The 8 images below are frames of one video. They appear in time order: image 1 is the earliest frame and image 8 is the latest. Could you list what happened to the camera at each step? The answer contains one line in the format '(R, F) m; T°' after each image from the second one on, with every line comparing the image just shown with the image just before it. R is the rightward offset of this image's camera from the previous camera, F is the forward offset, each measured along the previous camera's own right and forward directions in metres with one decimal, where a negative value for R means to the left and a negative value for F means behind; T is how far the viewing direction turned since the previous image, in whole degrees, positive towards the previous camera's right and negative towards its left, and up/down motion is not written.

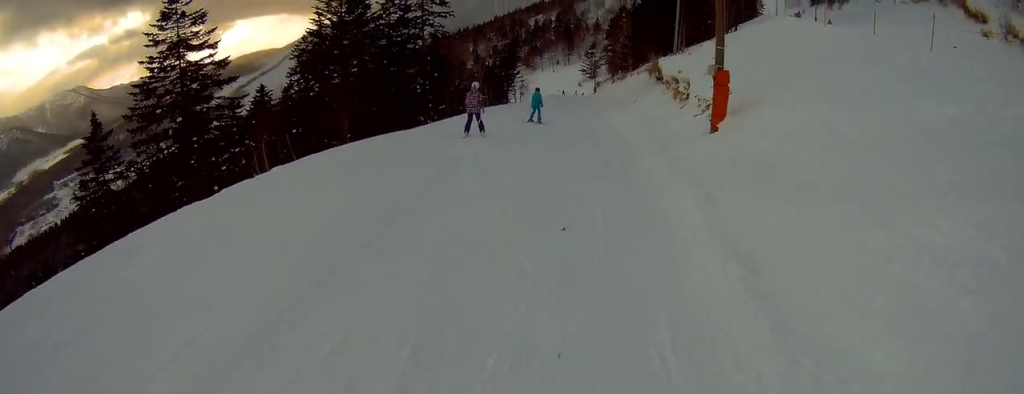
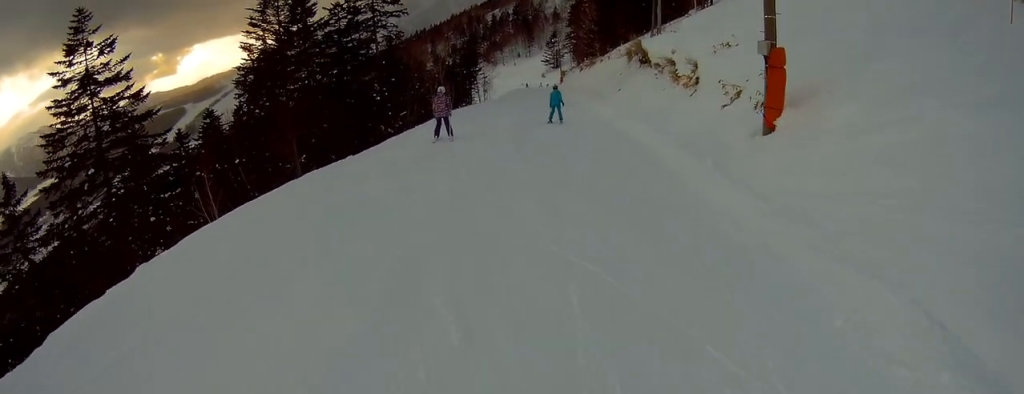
(+0.3, +4.6) m; +7°
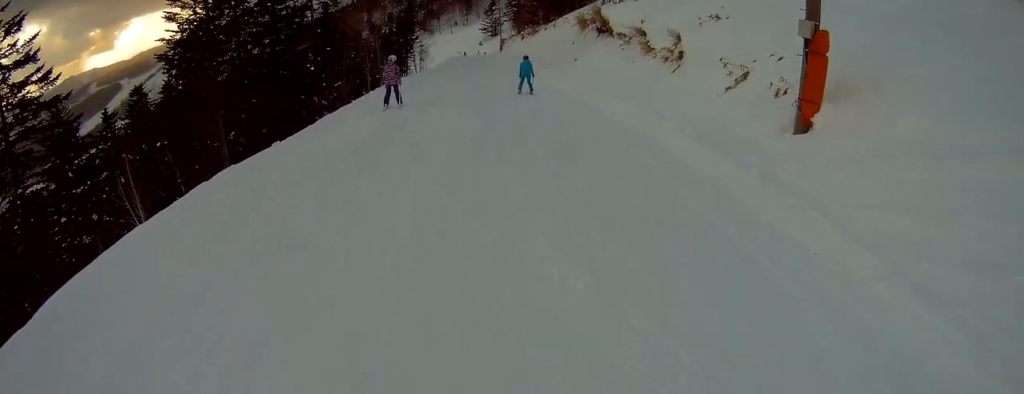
(+0.1, +2.6) m; 0°
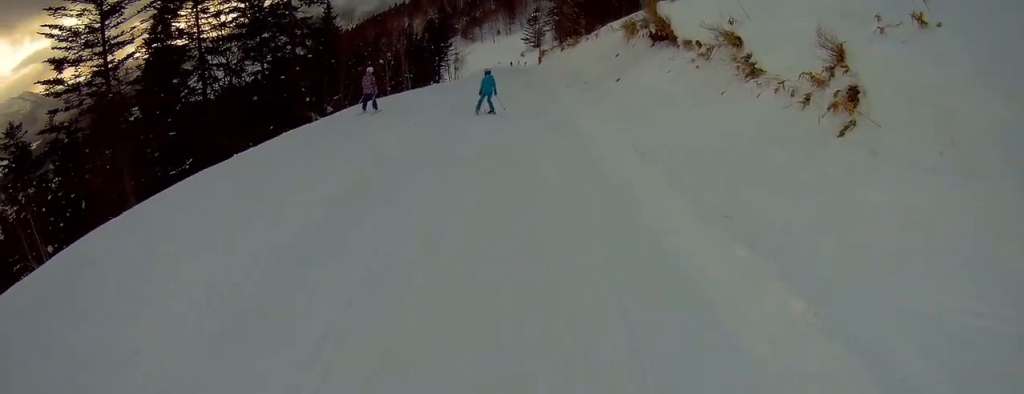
(-2.2, +9.0) m; -7°
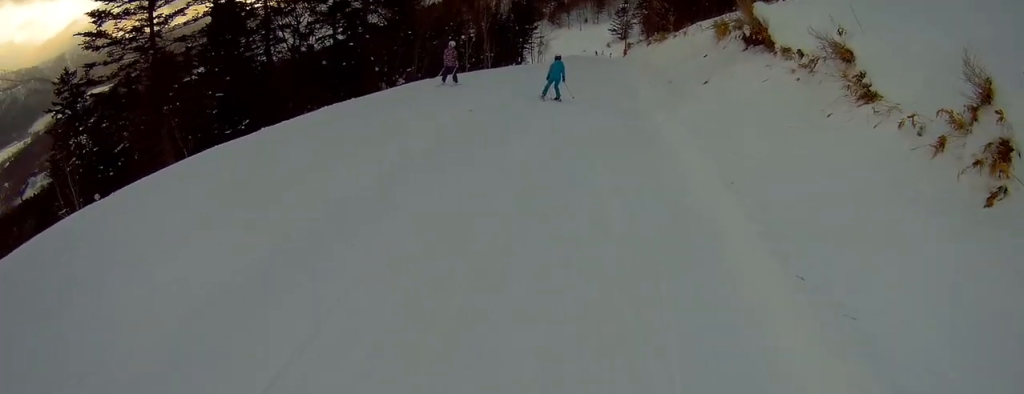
(+0.4, +1.9) m; +2°
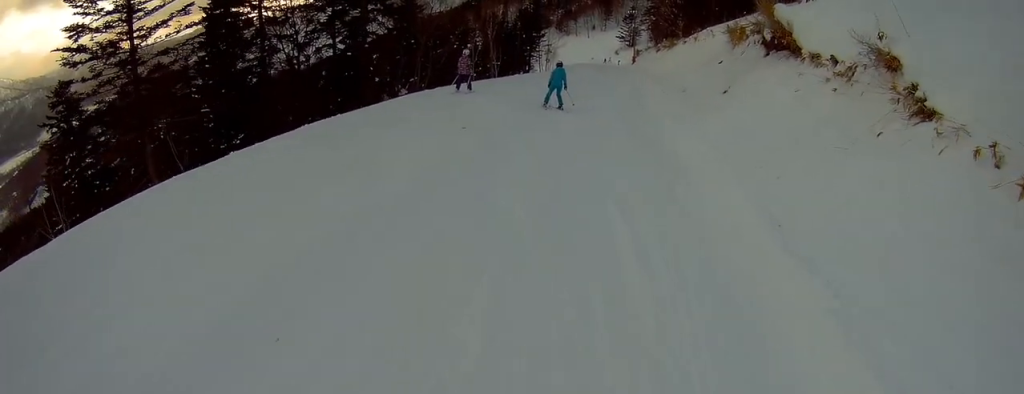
(+0.2, +1.6) m; +2°
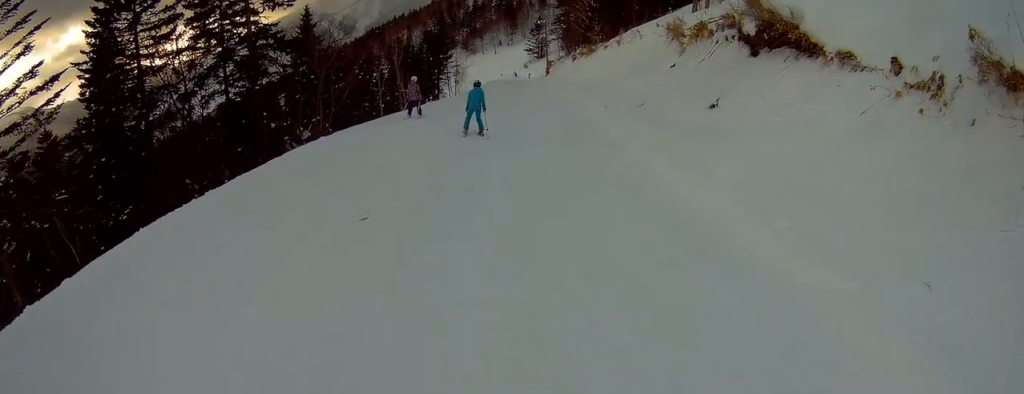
(-0.2, +4.1) m; +9°
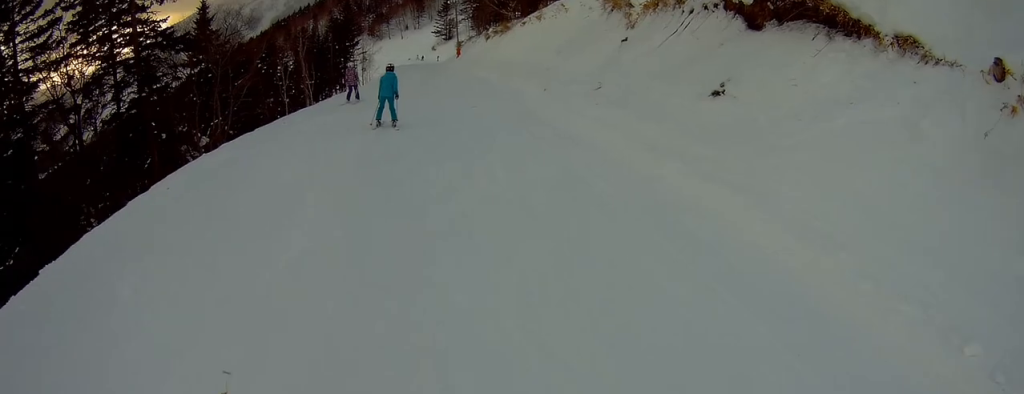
(+0.7, +3.4) m; +5°
